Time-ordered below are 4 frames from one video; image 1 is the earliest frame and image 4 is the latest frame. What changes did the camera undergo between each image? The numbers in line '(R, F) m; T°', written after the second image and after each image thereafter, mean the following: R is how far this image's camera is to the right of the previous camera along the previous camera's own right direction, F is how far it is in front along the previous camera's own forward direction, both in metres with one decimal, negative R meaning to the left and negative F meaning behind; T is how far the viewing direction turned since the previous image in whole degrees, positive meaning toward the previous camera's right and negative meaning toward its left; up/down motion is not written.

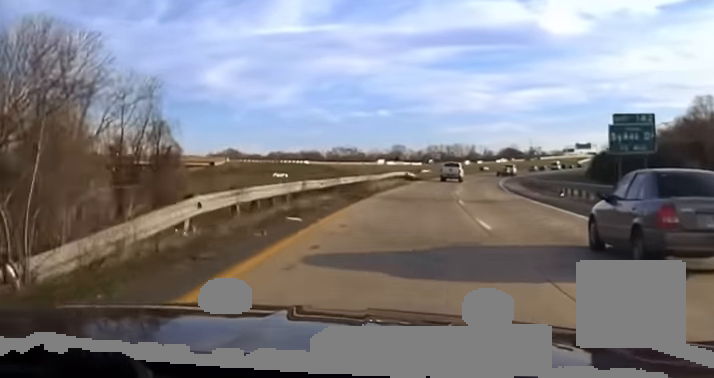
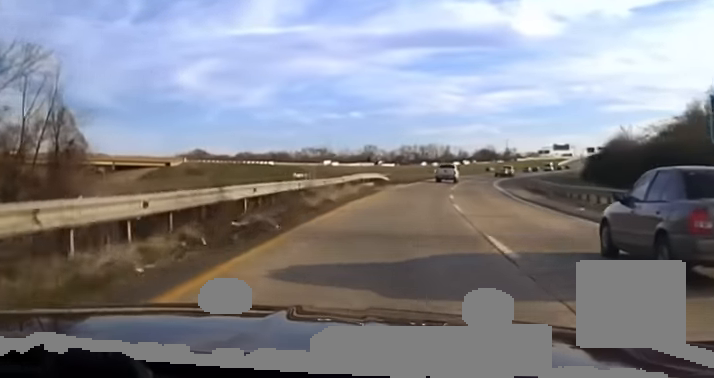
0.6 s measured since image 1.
(+0.4, +17.2) m; +2°
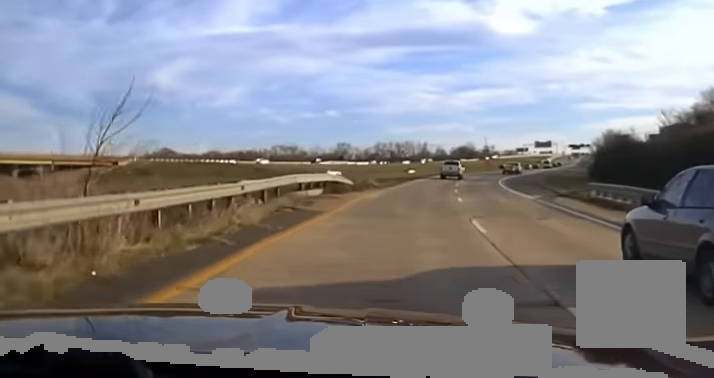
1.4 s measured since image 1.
(+0.5, +22.2) m; +2°
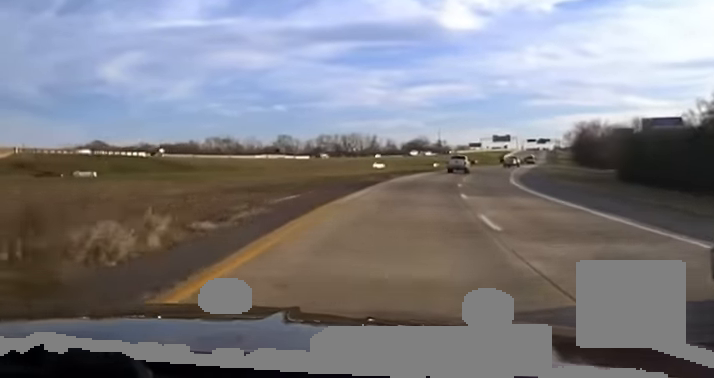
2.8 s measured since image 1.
(+1.3, +41.0) m; +3°
